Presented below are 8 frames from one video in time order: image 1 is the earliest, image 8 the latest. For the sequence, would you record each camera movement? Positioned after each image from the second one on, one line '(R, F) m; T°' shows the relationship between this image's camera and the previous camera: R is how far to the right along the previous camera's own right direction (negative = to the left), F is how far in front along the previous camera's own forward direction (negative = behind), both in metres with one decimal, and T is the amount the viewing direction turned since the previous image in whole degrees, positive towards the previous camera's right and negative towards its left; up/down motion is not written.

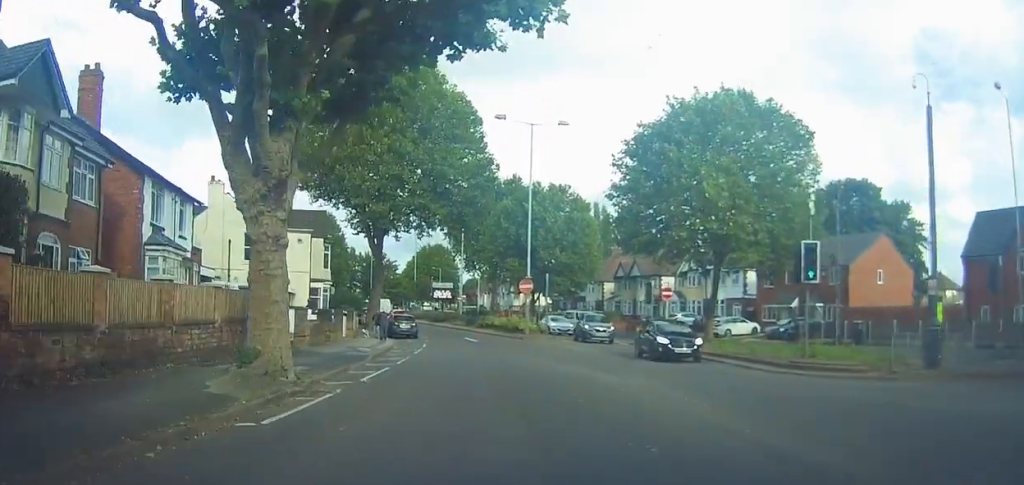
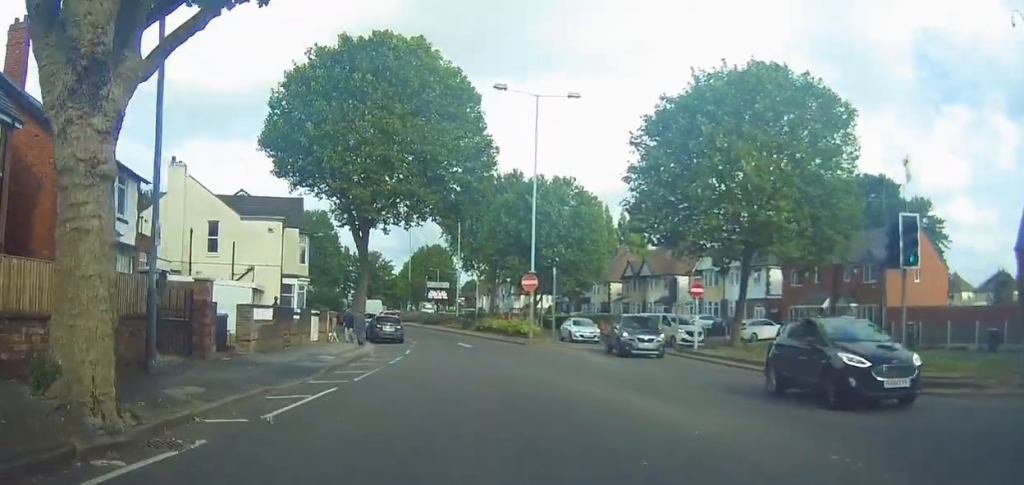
(-0.6, +5.0) m; -4°
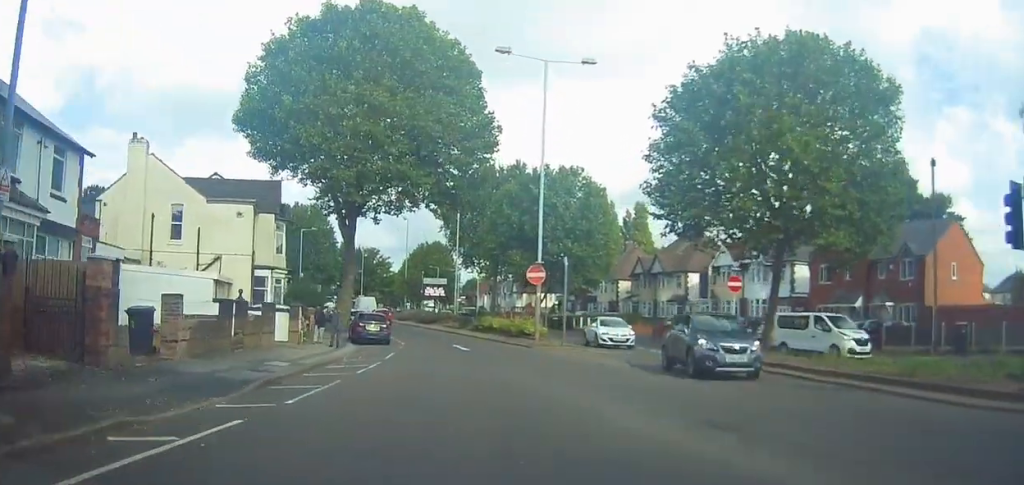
(+0.2, +4.7) m; 0°
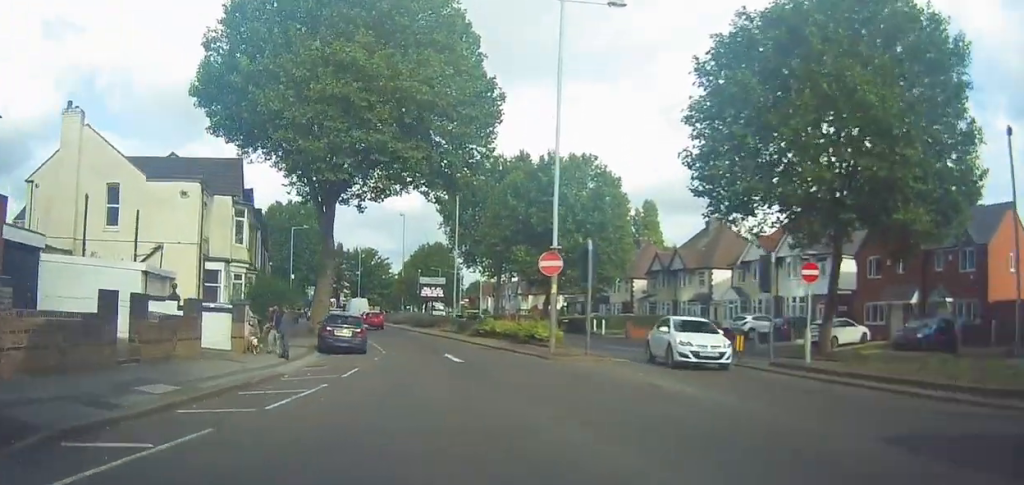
(-0.1, +6.3) m; -4°
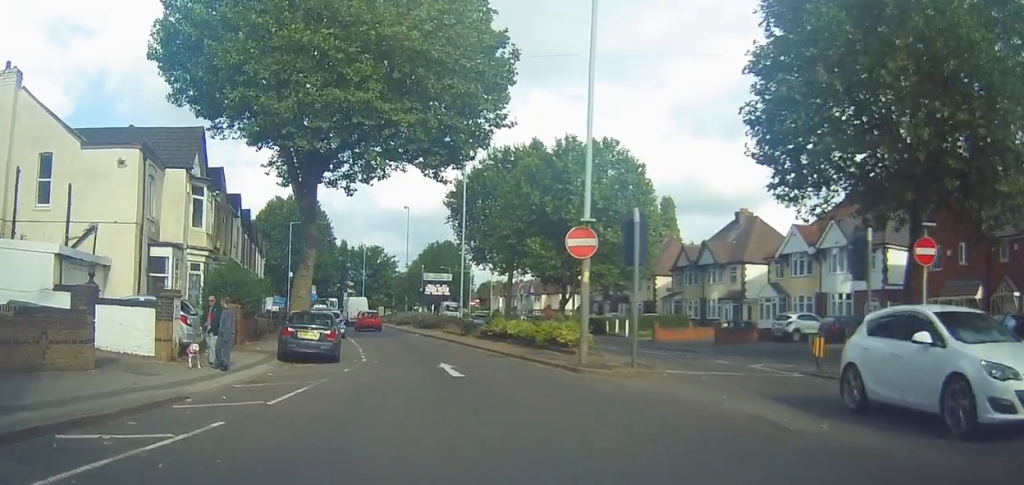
(-0.2, +5.5) m; -2°
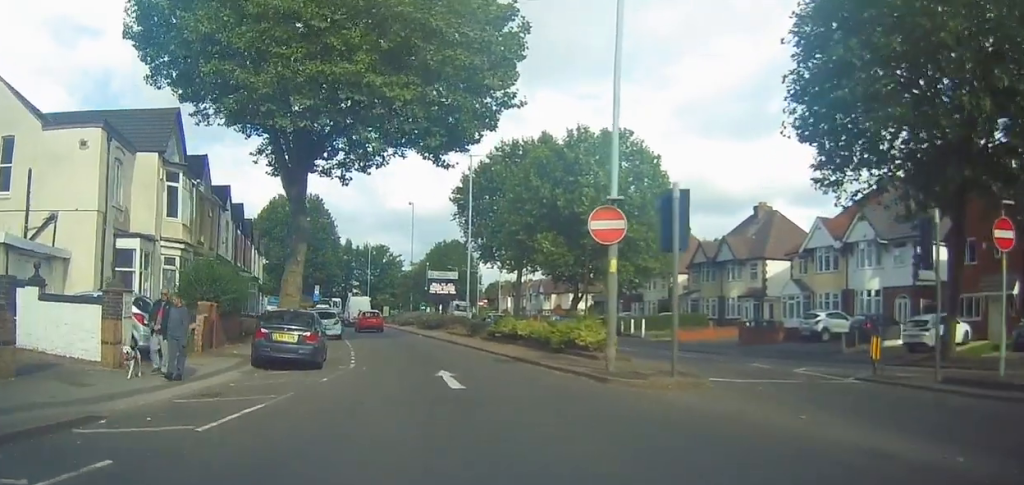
(-0.1, +2.7) m; 0°
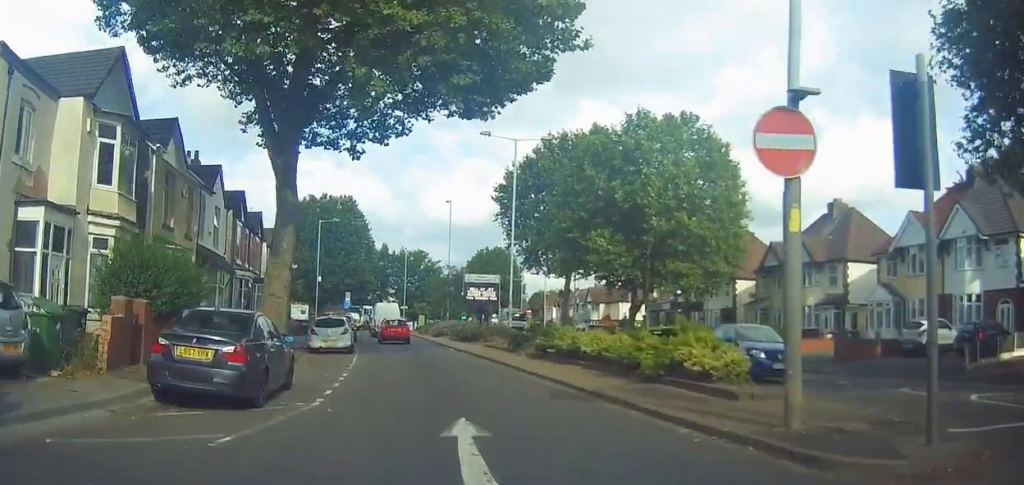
(+0.2, +6.6) m; -4°
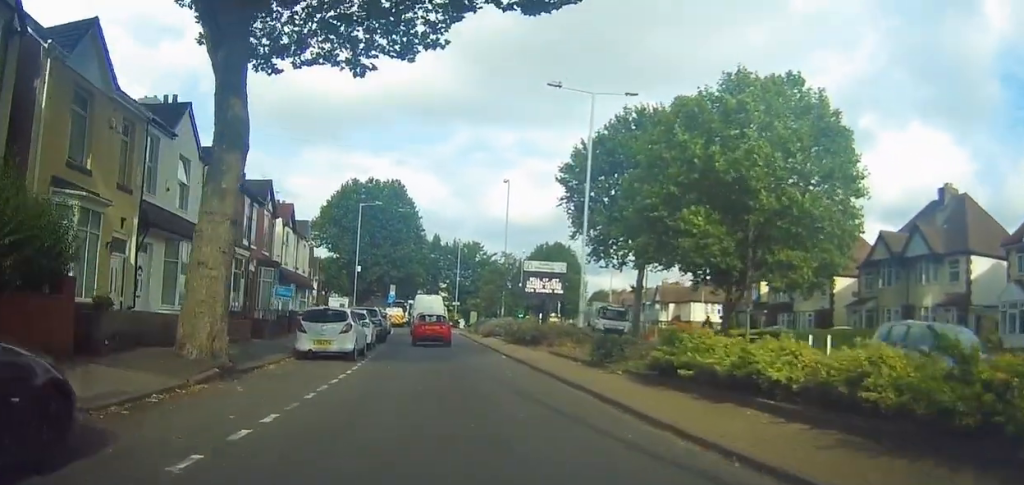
(-0.5, +8.7) m; -3°
